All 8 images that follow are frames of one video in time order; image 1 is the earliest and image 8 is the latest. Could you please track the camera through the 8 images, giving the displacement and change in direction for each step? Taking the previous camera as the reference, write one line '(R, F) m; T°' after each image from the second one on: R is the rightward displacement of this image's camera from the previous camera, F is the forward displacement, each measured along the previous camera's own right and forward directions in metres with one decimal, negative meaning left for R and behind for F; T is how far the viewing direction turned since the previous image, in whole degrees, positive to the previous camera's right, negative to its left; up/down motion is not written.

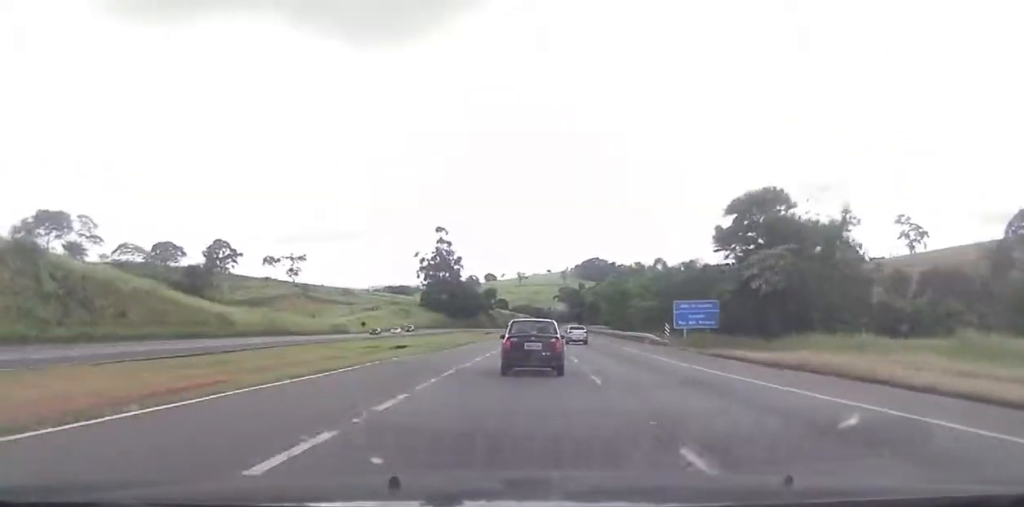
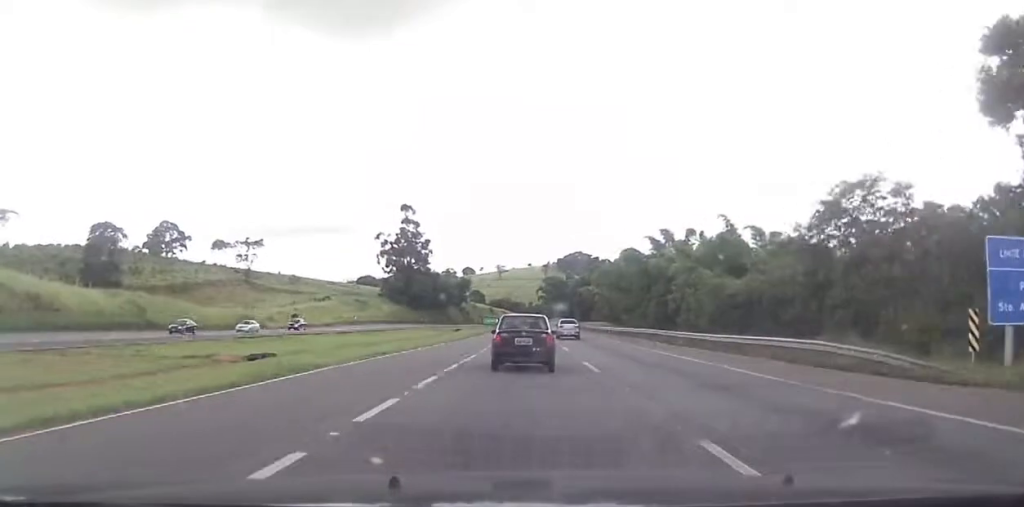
(+0.7, +37.8) m; +2°
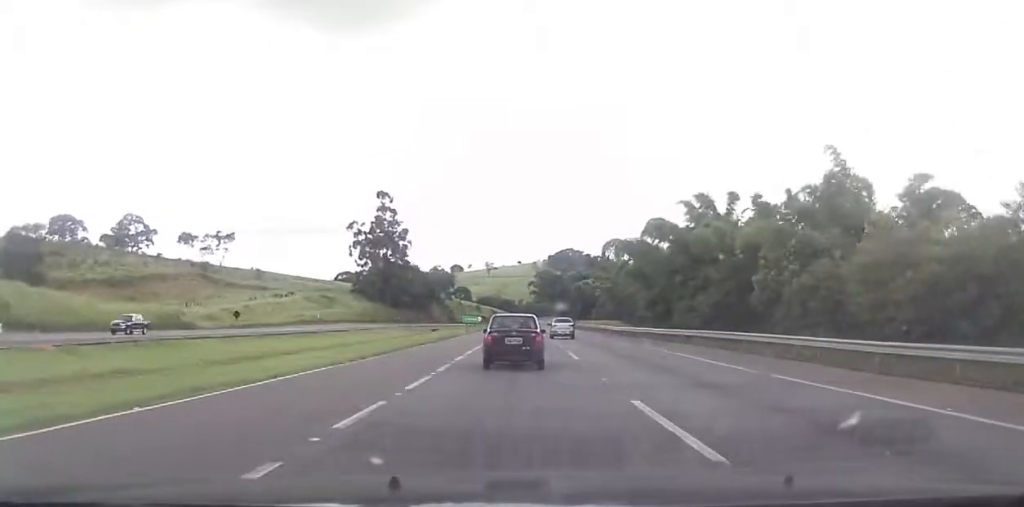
(+0.1, +23.7) m; +1°
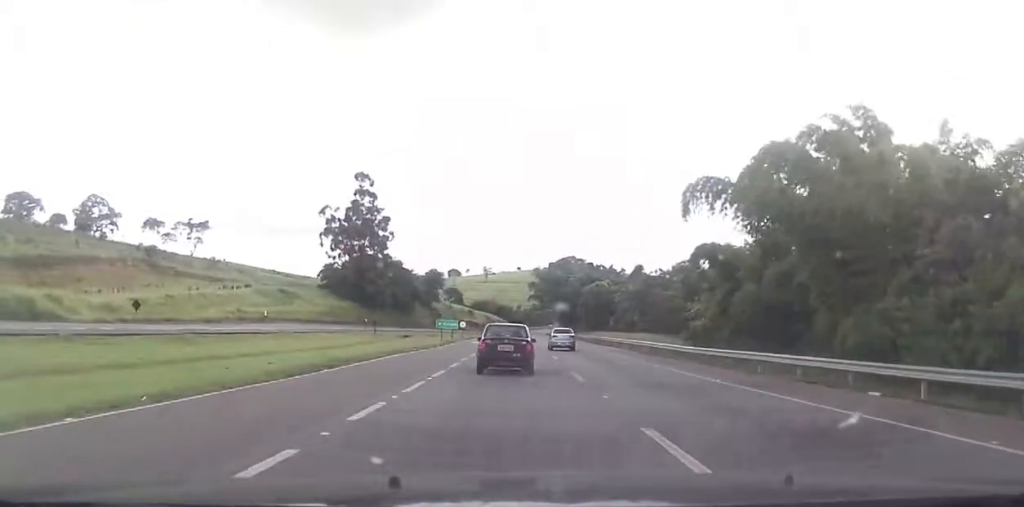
(+0.4, +30.6) m; +1°
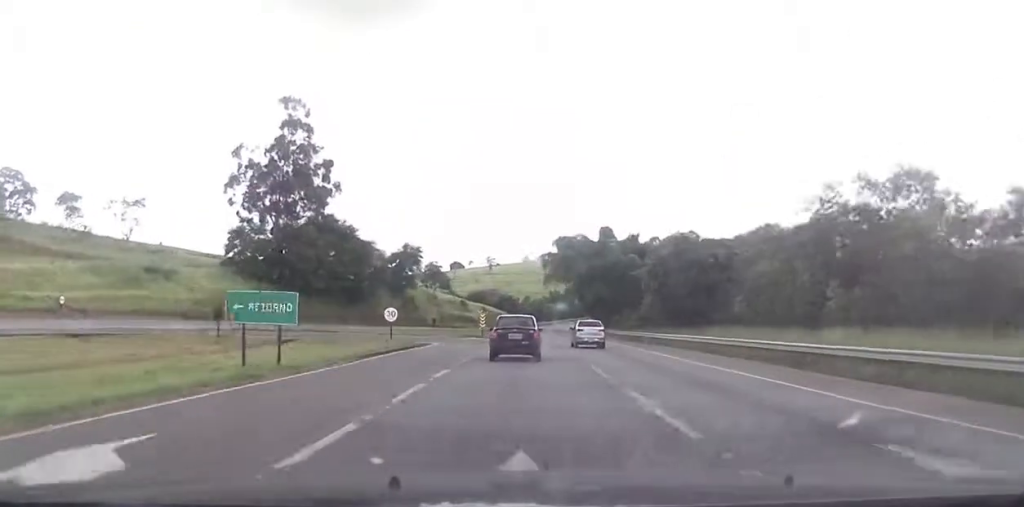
(+1.1, +58.2) m; +1°
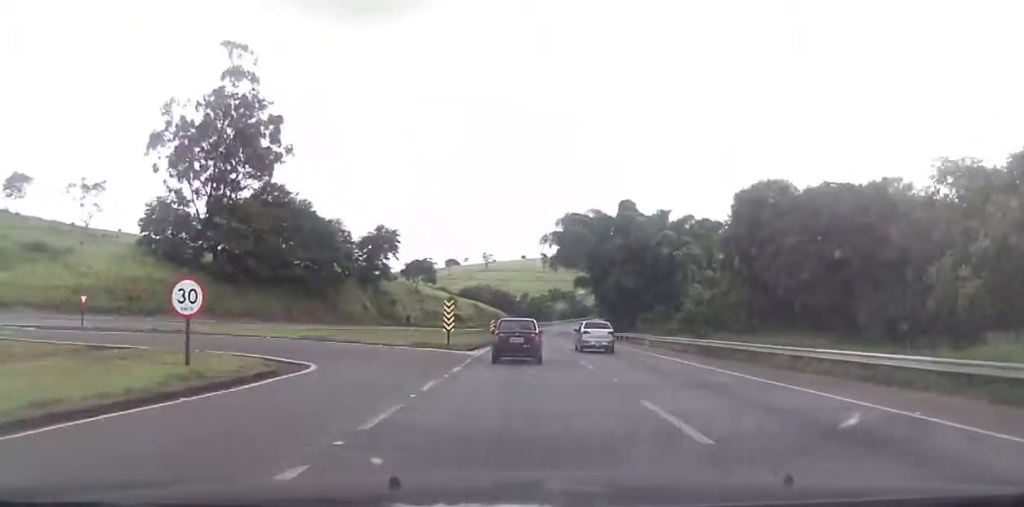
(-0.2, +25.1) m; -1°
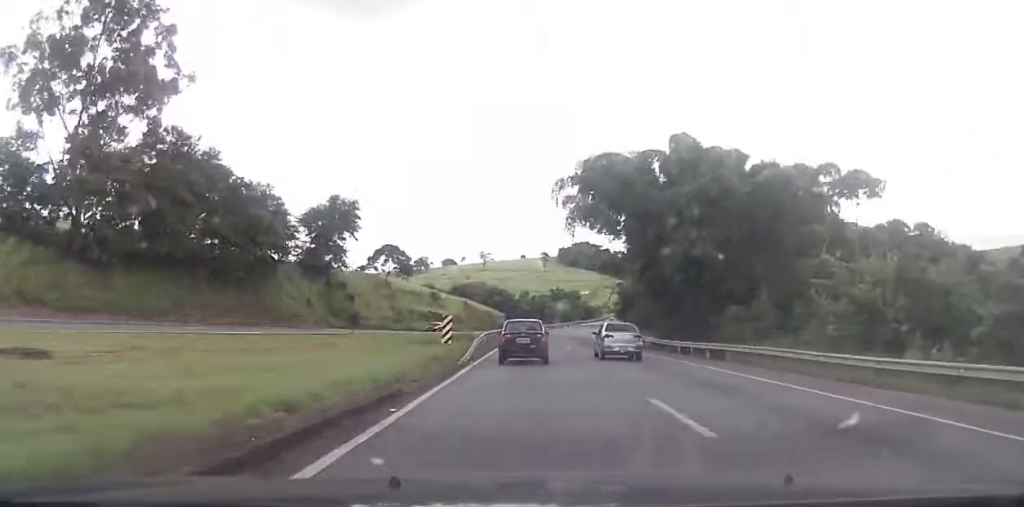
(-0.1, +31.7) m; 0°
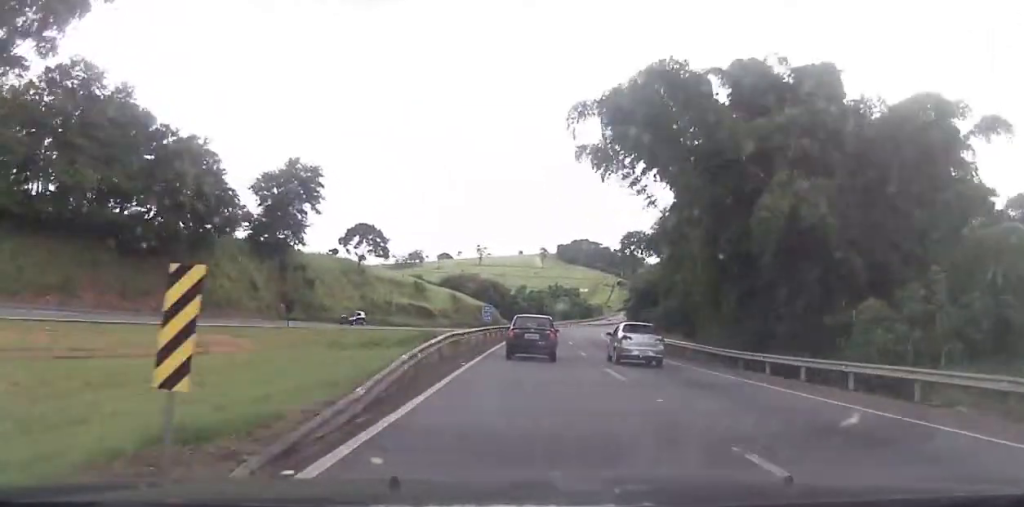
(0.0, +17.6) m; 0°
